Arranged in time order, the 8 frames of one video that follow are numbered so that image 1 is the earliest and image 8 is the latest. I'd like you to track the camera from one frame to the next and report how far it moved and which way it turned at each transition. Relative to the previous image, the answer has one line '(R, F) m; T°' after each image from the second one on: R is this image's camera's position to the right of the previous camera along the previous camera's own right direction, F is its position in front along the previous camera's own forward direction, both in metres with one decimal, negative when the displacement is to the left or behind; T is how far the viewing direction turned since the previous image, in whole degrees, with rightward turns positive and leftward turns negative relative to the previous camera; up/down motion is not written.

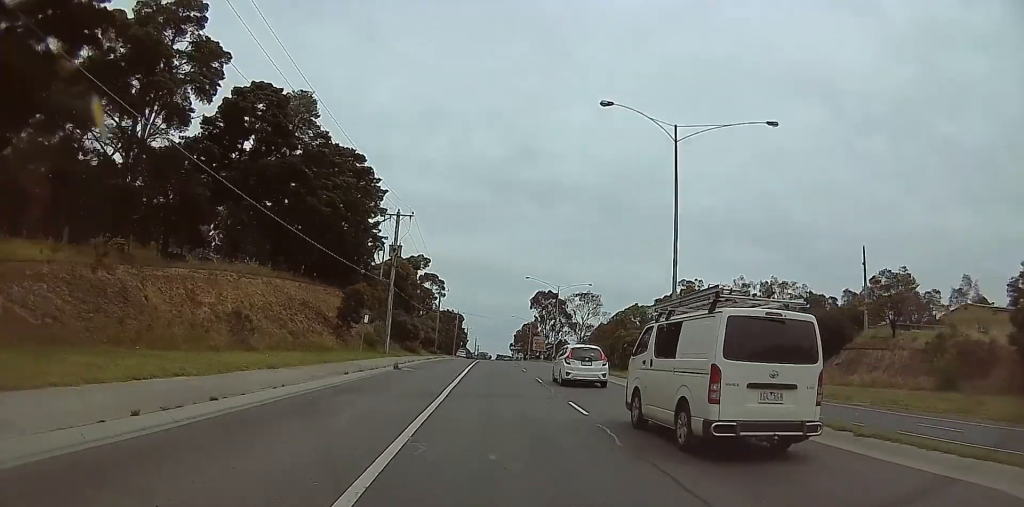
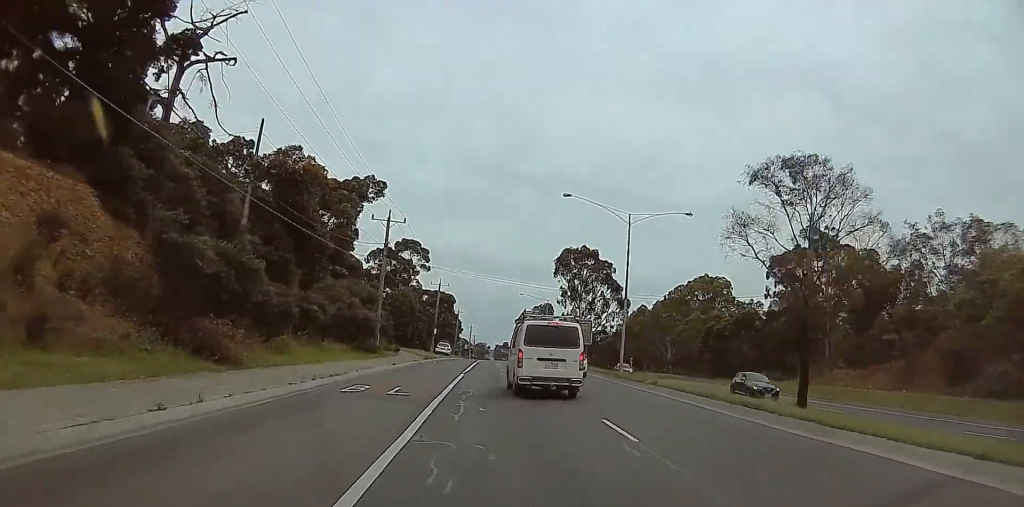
(-0.1, +51.6) m; 0°
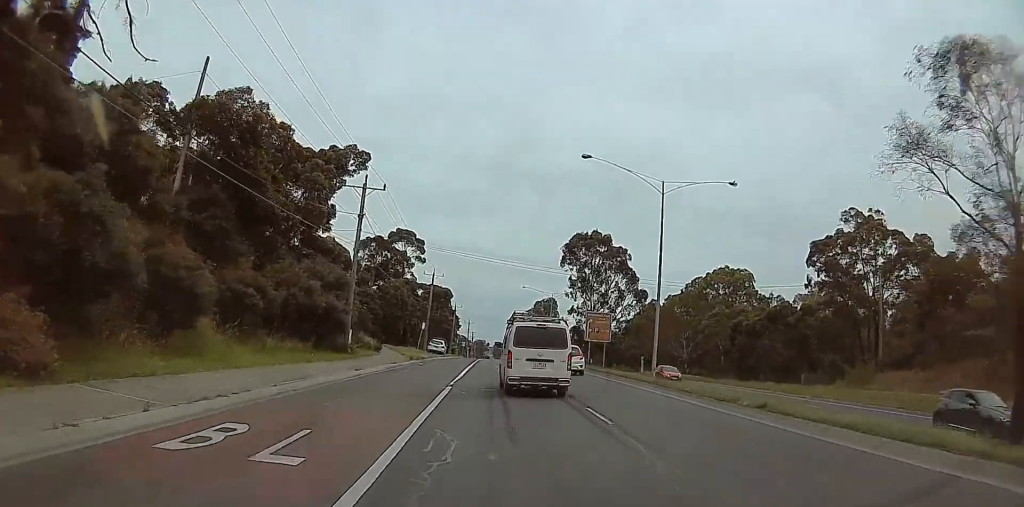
(0.0, +9.9) m; 0°
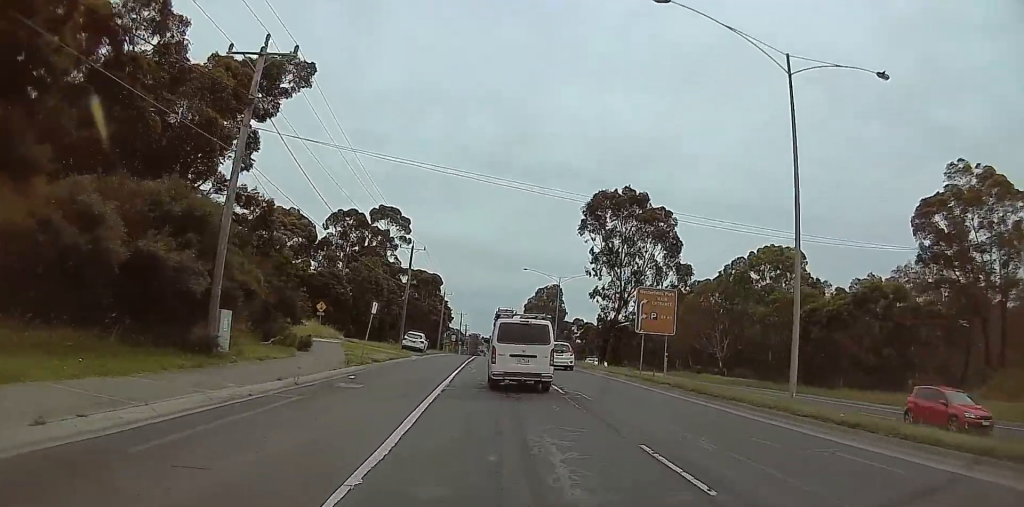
(0.0, +18.9) m; 0°
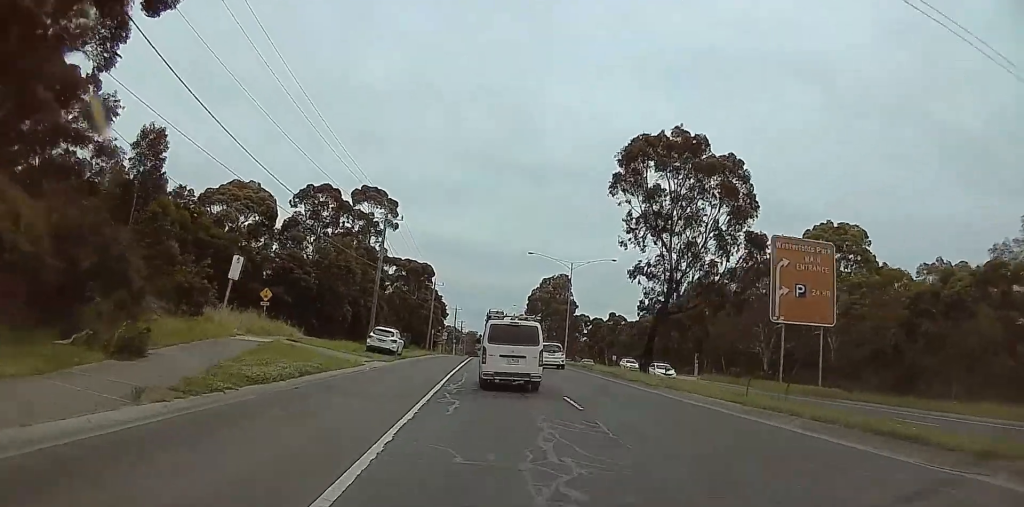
(0.0, +16.1) m; +1°
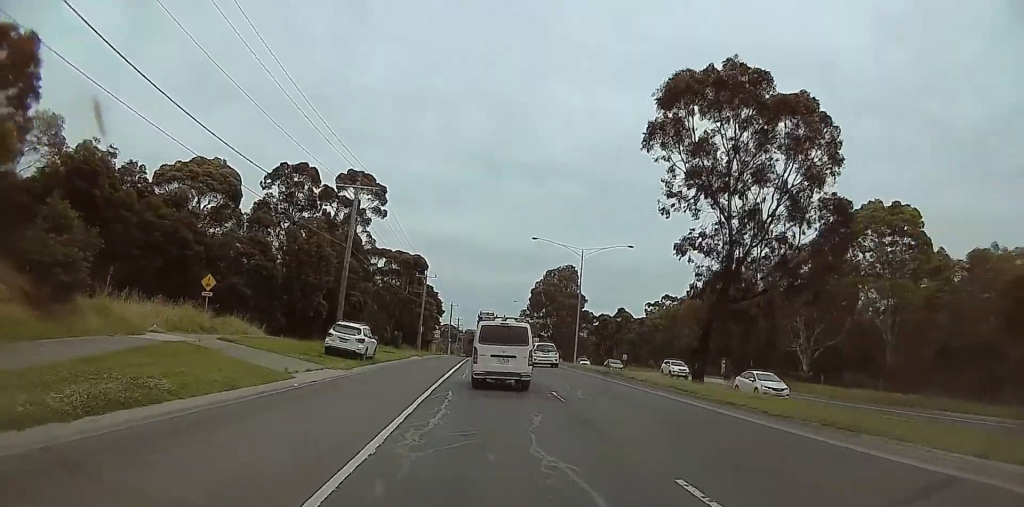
(+0.1, +10.3) m; 0°
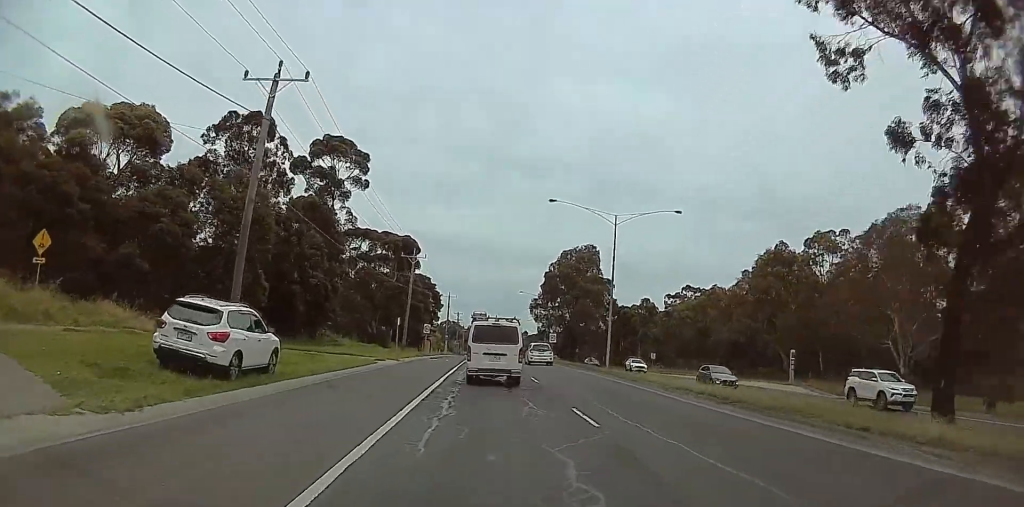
(0.0, +16.9) m; 0°
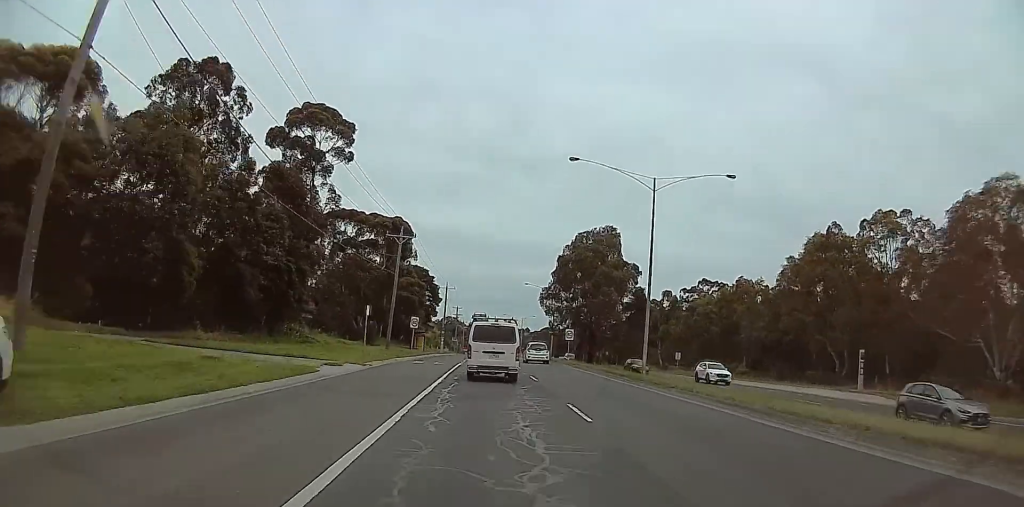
(0.0, +11.6) m; 0°
